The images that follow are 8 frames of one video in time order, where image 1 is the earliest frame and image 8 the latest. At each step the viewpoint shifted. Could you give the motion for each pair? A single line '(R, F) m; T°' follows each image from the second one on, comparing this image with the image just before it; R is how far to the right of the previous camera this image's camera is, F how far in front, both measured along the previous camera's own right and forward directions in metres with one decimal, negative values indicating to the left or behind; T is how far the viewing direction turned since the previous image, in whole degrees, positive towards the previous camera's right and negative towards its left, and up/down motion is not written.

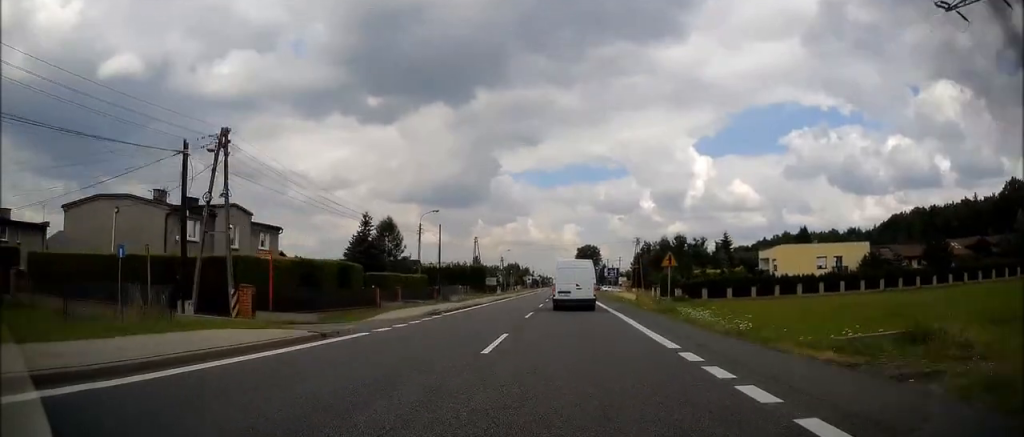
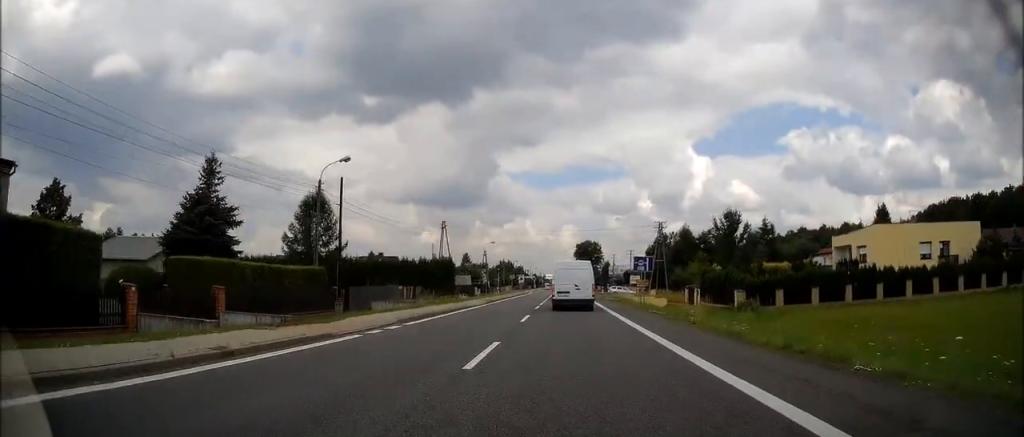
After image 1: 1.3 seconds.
(+0.2, +24.8) m; -1°
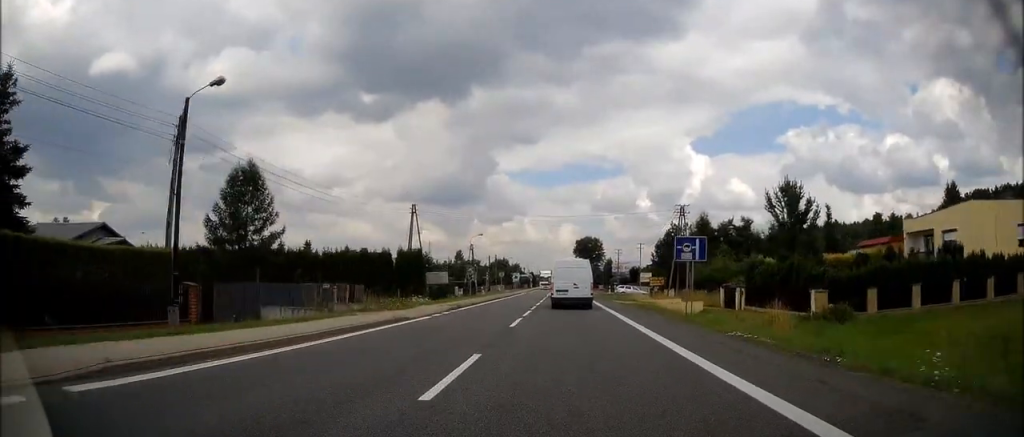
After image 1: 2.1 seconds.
(-0.2, +14.5) m; -1°
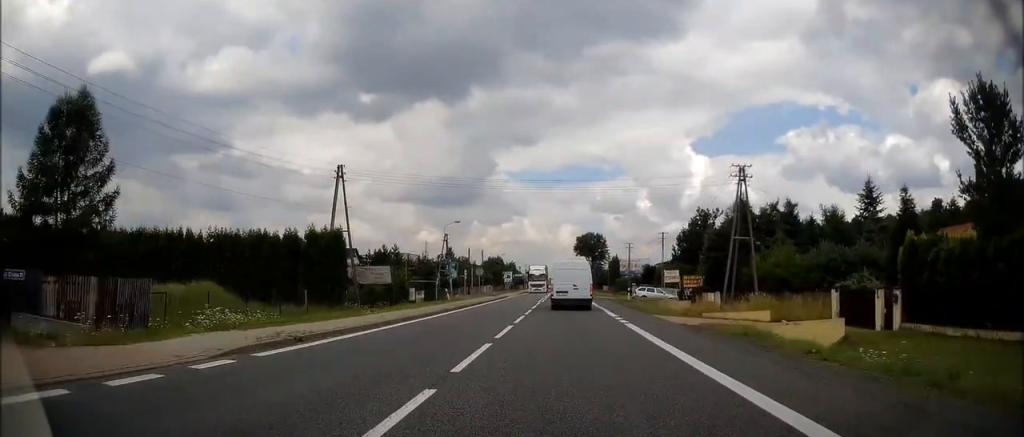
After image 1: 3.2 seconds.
(+0.1, +20.7) m; 0°
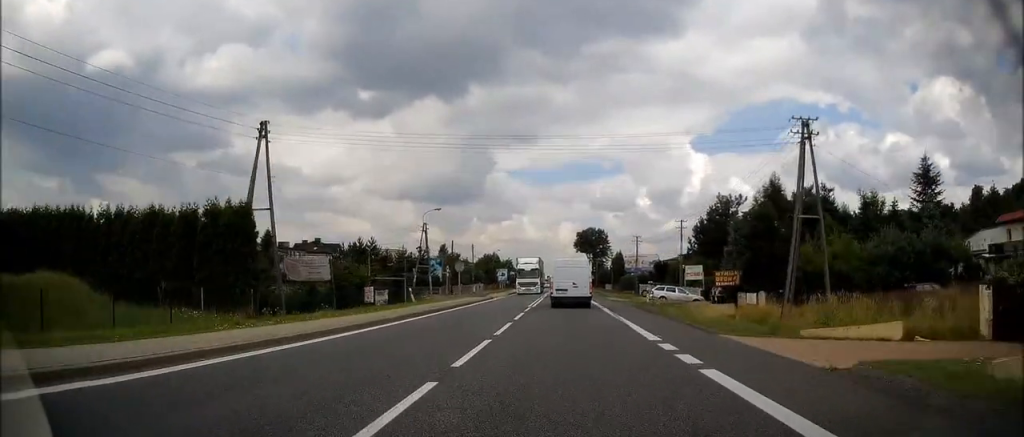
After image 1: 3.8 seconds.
(+0.1, +11.2) m; -1°
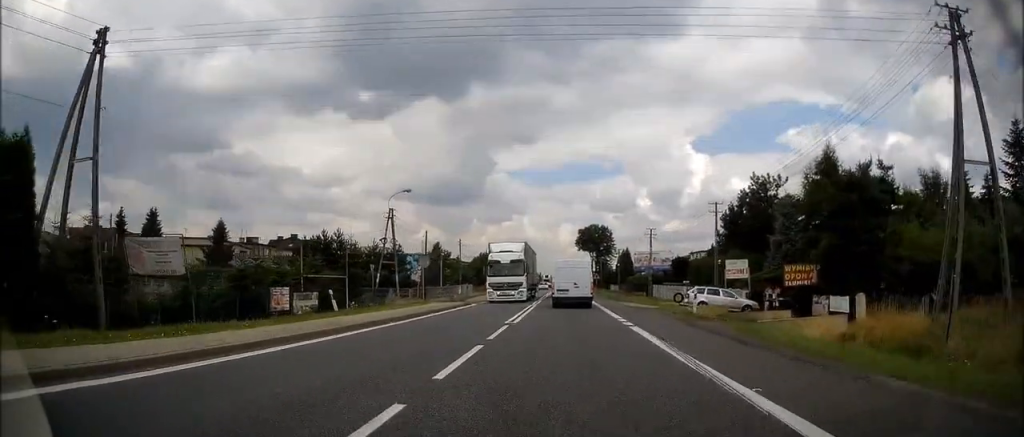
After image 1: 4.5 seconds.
(-0.3, +13.0) m; 0°
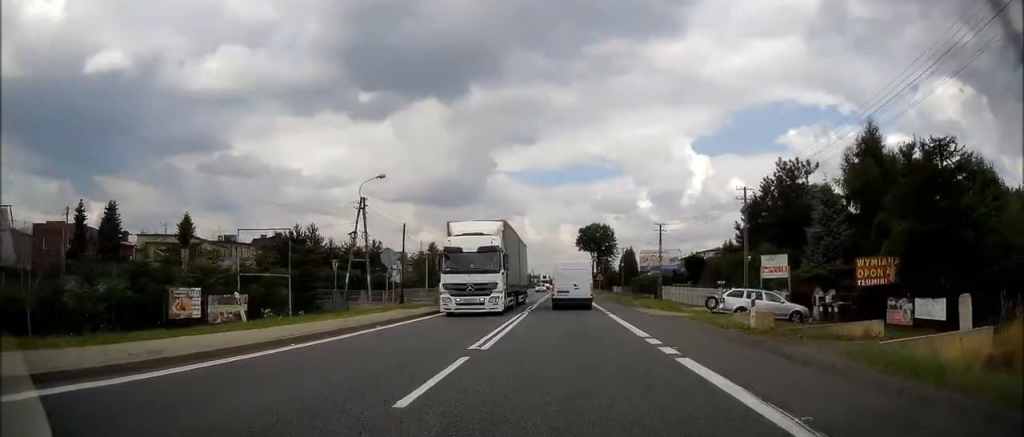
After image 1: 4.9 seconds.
(-0.2, +7.4) m; 0°
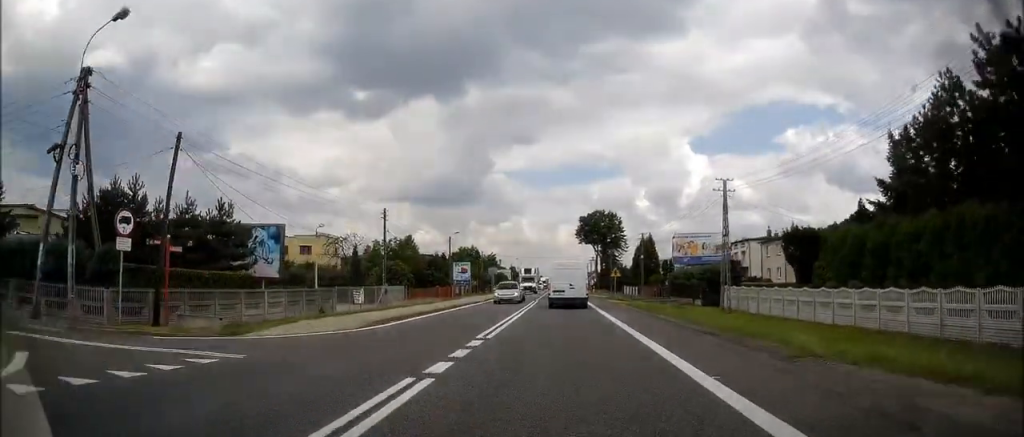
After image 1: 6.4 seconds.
(+0.7, +28.3) m; +2°
